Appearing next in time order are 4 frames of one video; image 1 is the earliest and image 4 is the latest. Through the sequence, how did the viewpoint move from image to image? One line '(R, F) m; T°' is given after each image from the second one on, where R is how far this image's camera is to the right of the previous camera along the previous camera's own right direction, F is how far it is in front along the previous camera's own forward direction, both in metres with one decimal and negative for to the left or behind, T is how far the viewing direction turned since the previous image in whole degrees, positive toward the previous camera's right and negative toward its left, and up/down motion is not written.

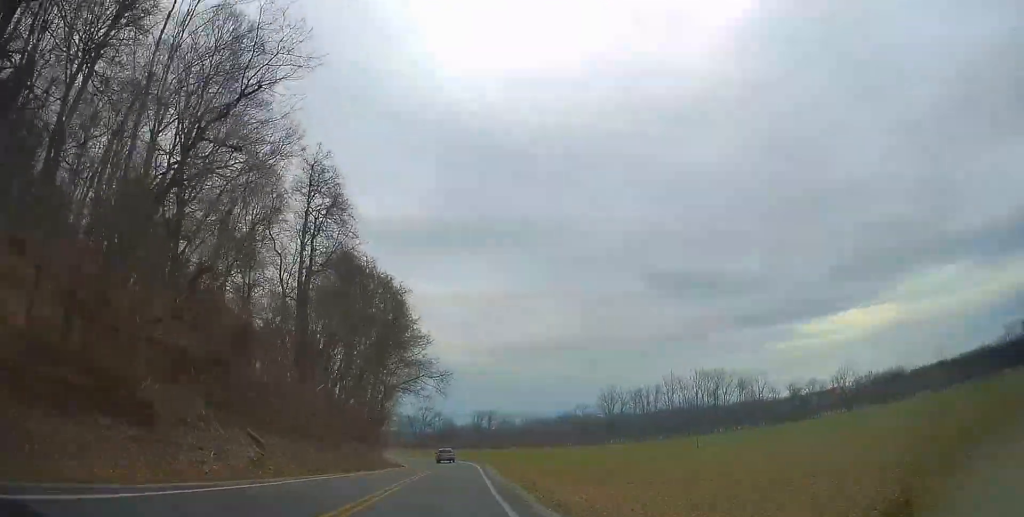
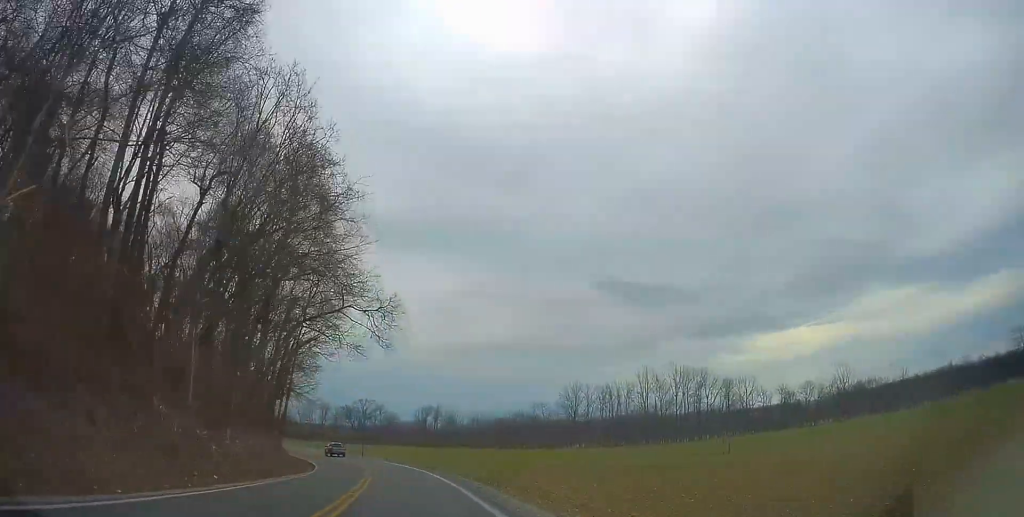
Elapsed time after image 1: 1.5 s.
(+2.7, +31.6) m; +11°
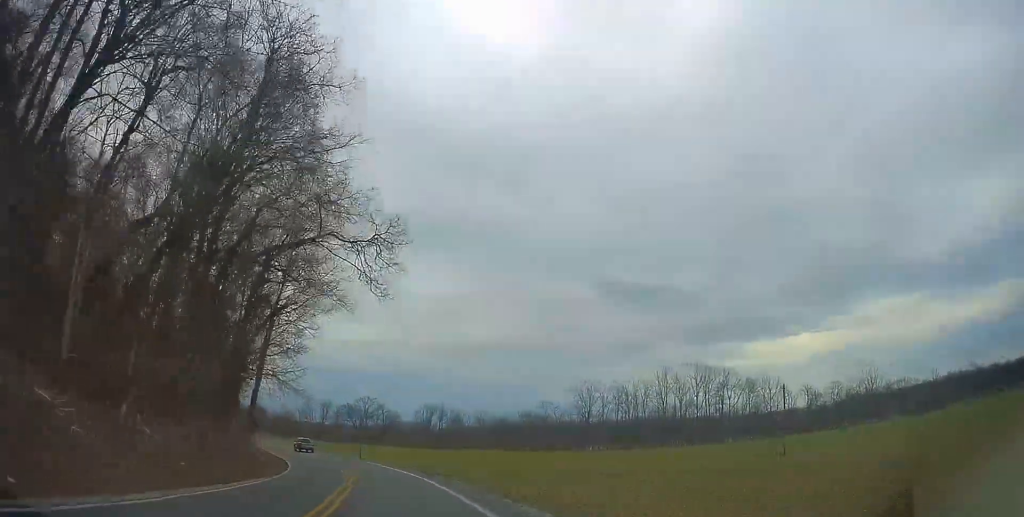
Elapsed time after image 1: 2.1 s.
(+0.4, +13.0) m; 0°
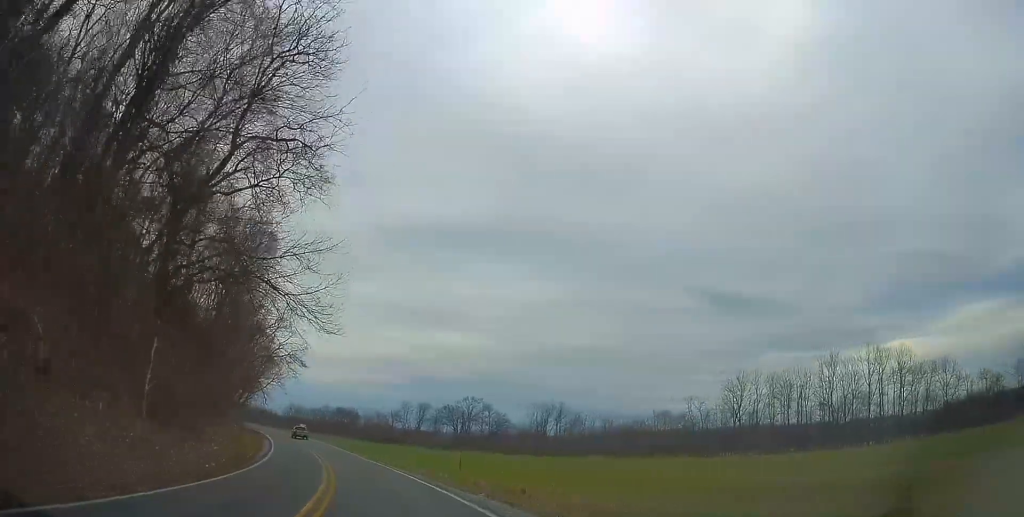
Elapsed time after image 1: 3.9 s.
(-1.4, +40.4) m; -7°
